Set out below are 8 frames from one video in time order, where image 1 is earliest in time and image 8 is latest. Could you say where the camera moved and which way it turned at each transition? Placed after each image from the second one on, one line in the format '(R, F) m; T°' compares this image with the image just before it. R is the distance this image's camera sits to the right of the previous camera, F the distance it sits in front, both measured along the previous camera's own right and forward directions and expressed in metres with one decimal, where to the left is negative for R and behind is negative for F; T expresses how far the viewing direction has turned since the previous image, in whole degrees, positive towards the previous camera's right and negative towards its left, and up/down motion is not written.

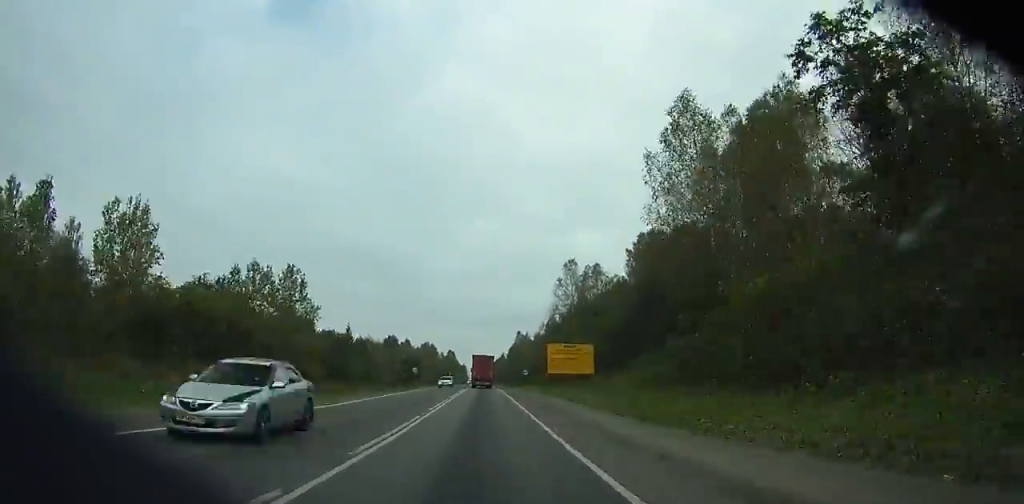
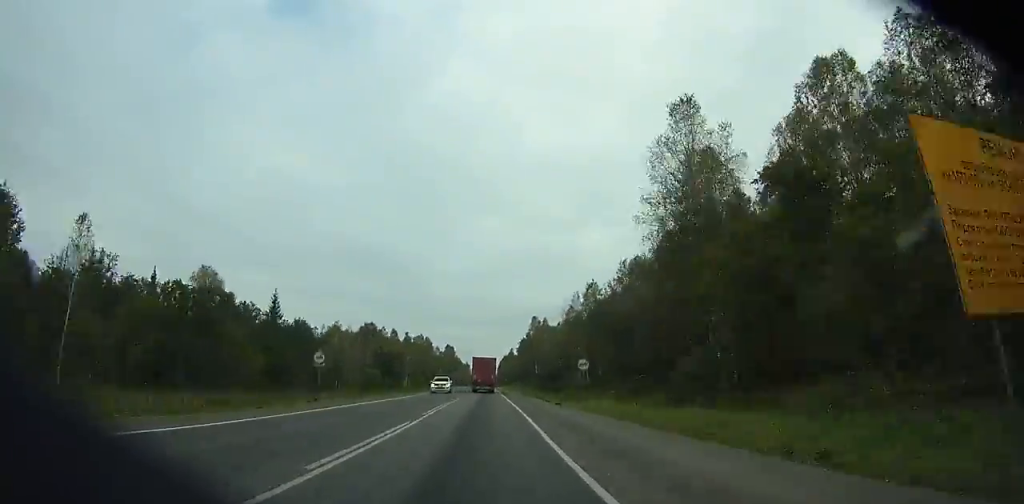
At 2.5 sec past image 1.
(-0.1, +50.3) m; 0°
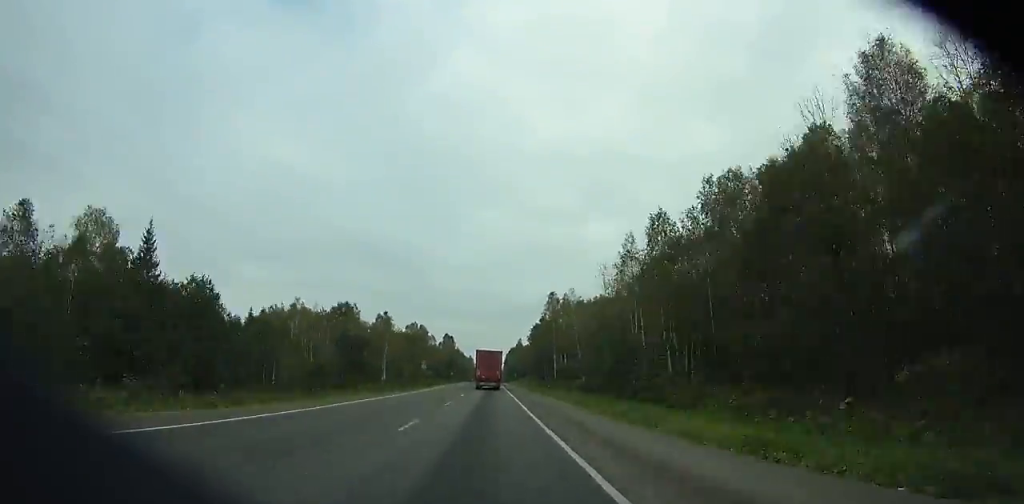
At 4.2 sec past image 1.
(-0.1, +33.9) m; 0°
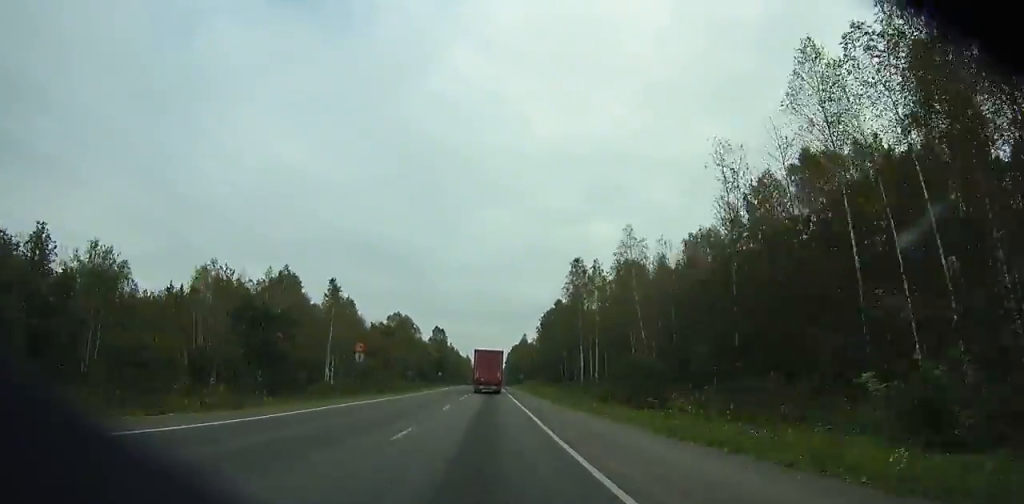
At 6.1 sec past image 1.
(-0.2, +37.4) m; 0°
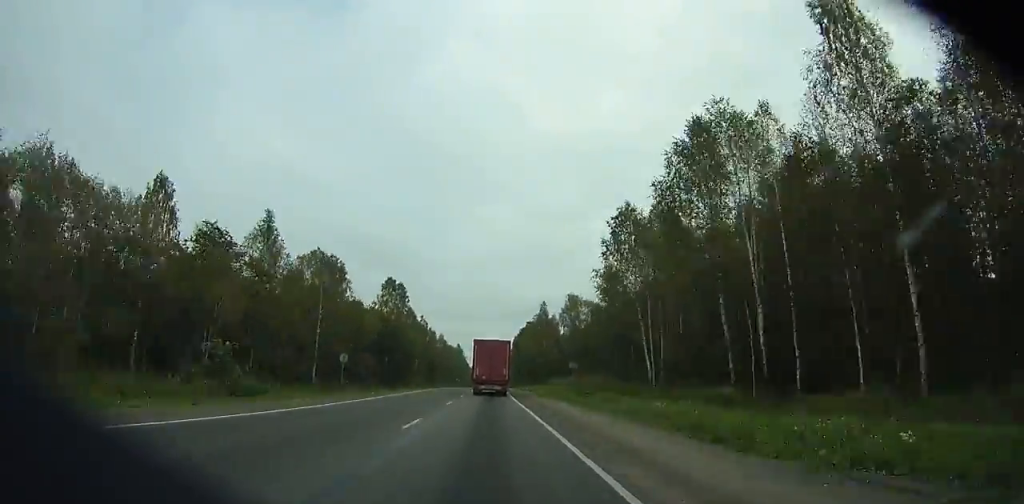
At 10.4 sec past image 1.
(+0.1, +80.9) m; 0°
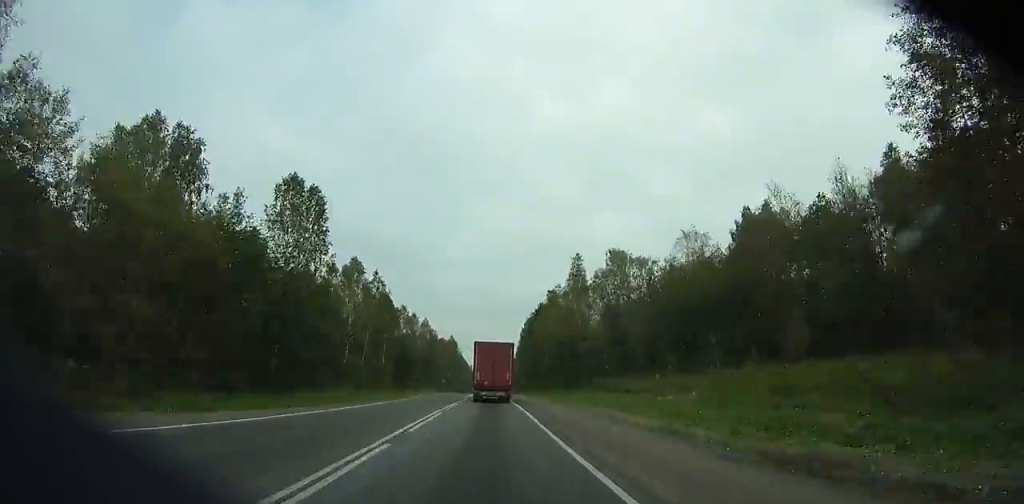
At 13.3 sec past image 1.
(+0.3, +51.2) m; 0°
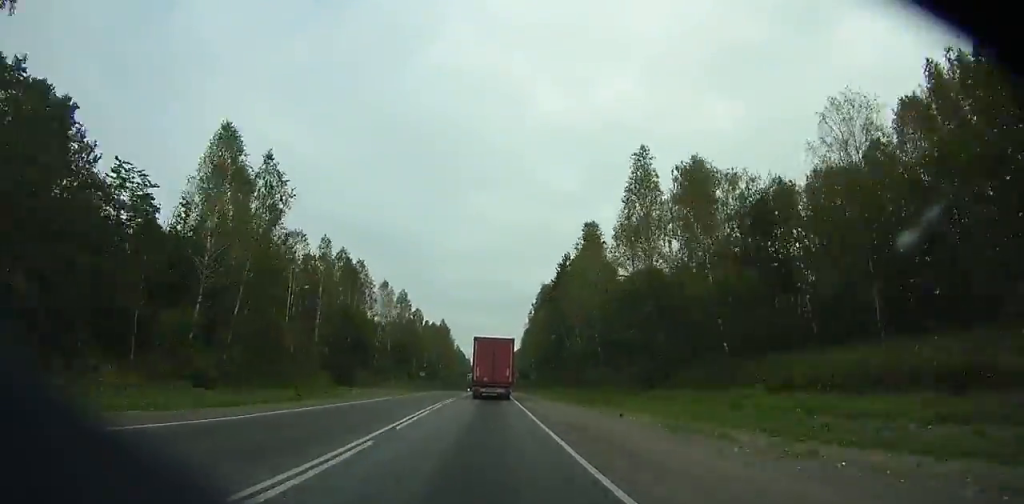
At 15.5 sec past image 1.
(0.0, +37.2) m; 0°
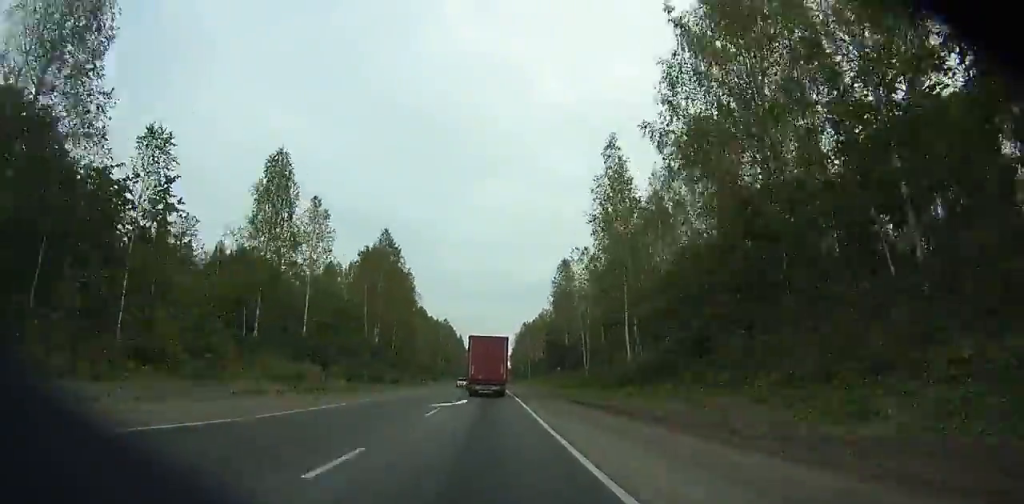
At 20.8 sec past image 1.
(-1.2, +86.9) m; -3°
